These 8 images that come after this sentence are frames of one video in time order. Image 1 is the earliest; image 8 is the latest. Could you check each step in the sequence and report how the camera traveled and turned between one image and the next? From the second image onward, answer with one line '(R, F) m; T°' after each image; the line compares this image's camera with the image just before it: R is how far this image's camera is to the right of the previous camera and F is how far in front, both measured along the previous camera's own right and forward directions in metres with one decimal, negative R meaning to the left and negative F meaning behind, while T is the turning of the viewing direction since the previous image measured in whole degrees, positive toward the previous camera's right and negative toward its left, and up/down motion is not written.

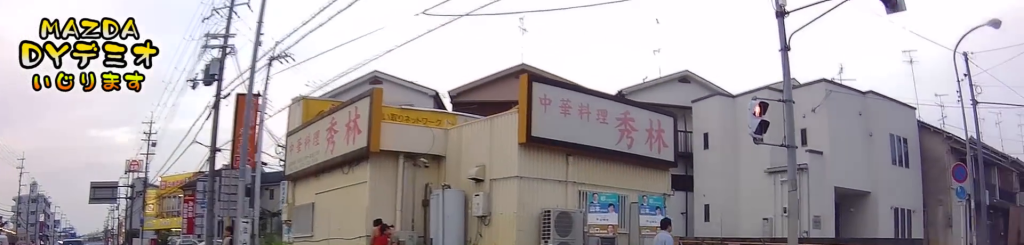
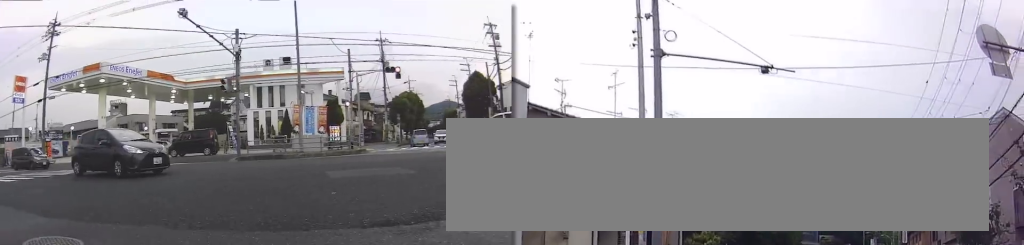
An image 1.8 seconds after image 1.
(+3.2, +7.2) m; +45°
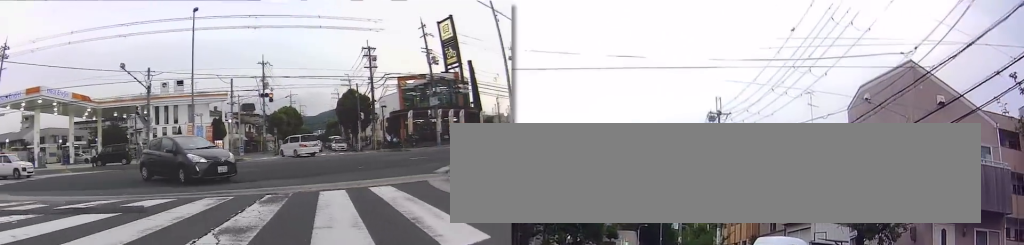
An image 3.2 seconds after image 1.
(+1.1, +6.2) m; +18°
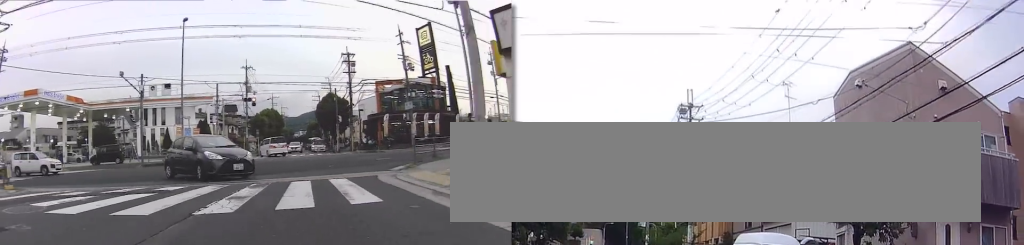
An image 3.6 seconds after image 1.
(0.0, +2.0) m; +4°
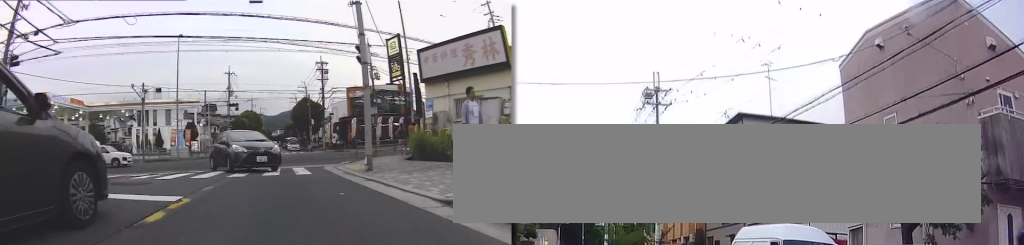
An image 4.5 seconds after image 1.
(+0.4, +4.8) m; +5°
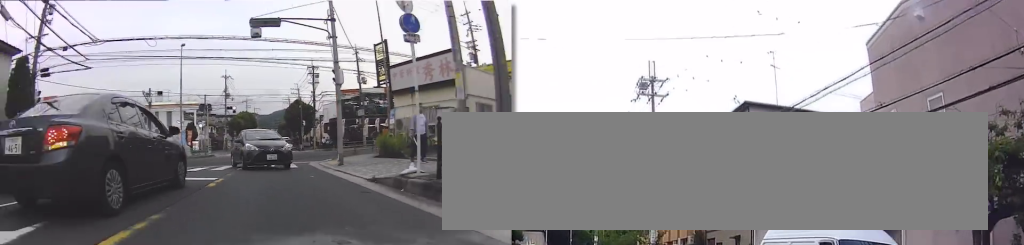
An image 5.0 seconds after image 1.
(0.0, +3.2) m; -3°
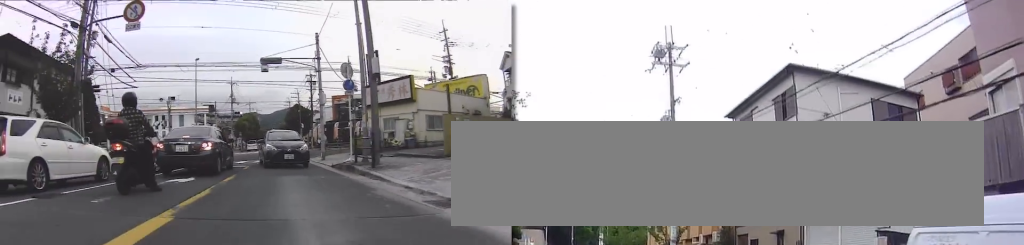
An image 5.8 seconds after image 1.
(-0.2, +5.9) m; -4°
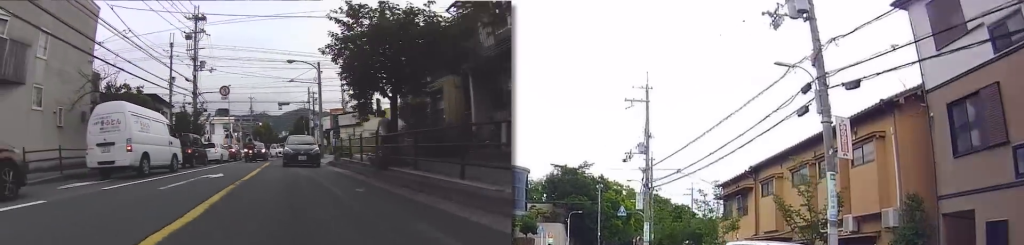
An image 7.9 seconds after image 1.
(+0.7, +16.2) m; +5°
